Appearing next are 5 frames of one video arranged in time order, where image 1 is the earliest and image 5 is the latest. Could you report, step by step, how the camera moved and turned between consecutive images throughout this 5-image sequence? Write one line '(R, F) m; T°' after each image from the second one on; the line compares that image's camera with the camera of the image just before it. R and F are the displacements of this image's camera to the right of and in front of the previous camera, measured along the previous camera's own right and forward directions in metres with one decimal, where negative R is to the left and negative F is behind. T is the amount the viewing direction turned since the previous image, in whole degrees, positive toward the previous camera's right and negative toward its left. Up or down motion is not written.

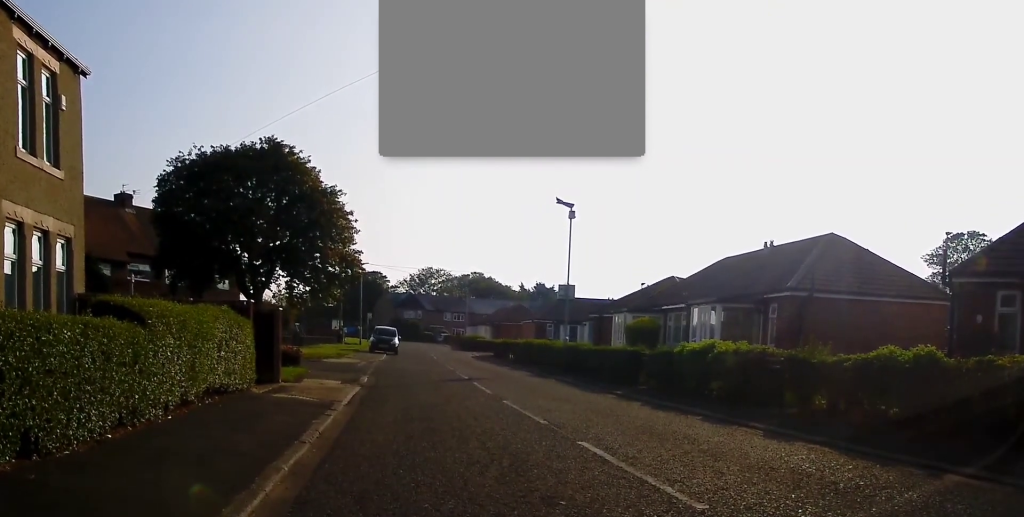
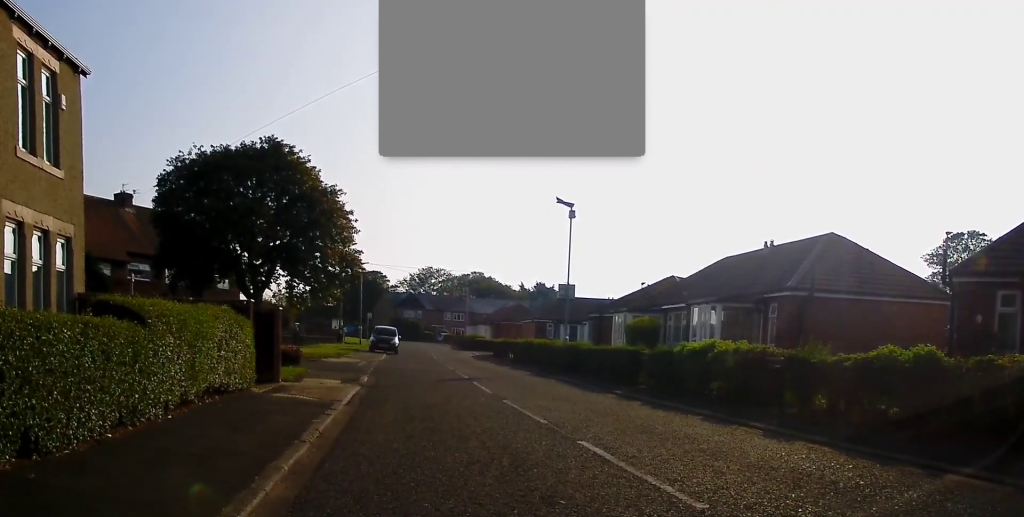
(0.0, 0.0) m; 0°
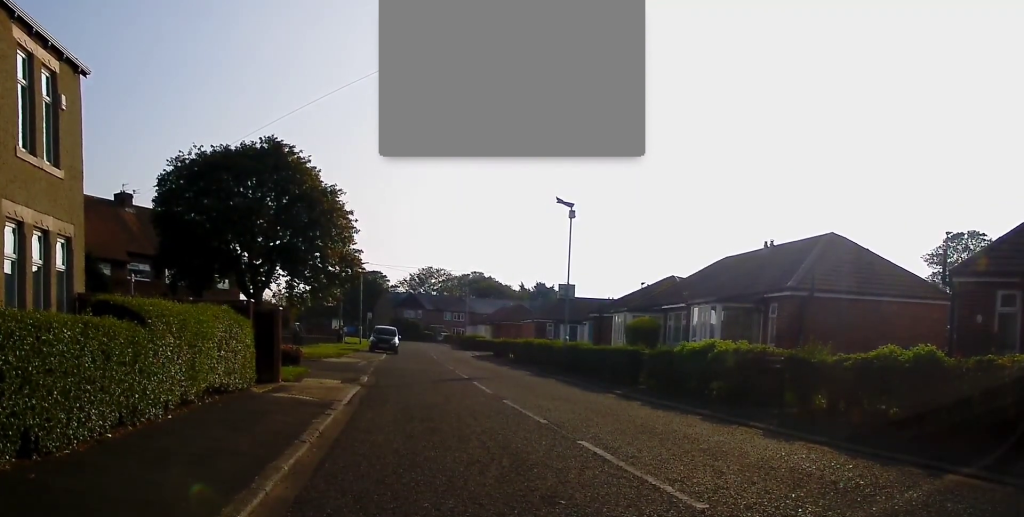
(0.0, 0.0) m; 0°
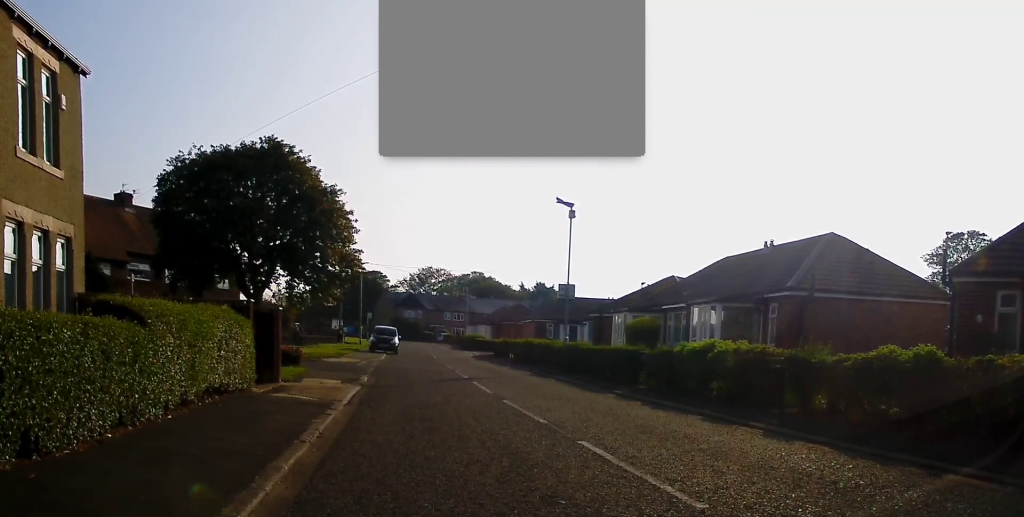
(0.0, 0.0) m; 0°
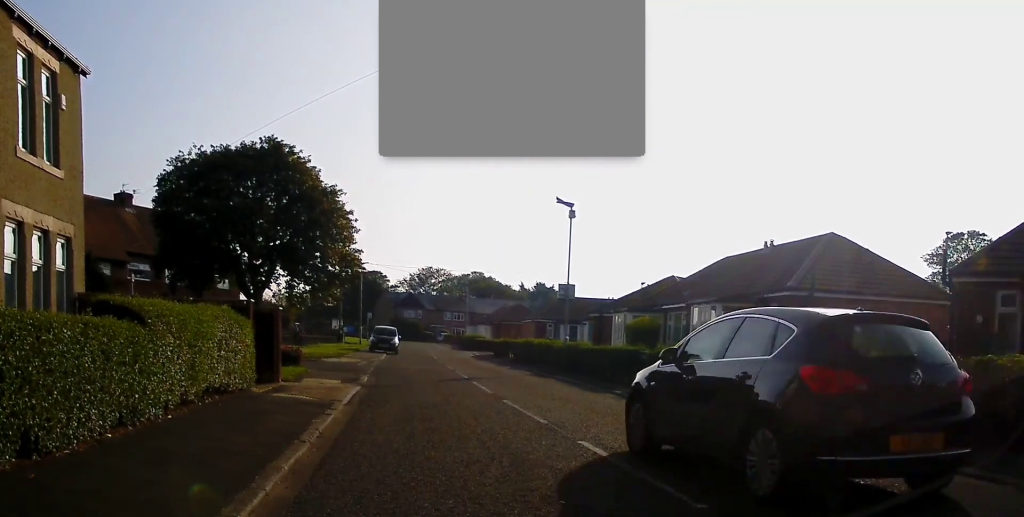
(0.0, 0.0) m; 0°
